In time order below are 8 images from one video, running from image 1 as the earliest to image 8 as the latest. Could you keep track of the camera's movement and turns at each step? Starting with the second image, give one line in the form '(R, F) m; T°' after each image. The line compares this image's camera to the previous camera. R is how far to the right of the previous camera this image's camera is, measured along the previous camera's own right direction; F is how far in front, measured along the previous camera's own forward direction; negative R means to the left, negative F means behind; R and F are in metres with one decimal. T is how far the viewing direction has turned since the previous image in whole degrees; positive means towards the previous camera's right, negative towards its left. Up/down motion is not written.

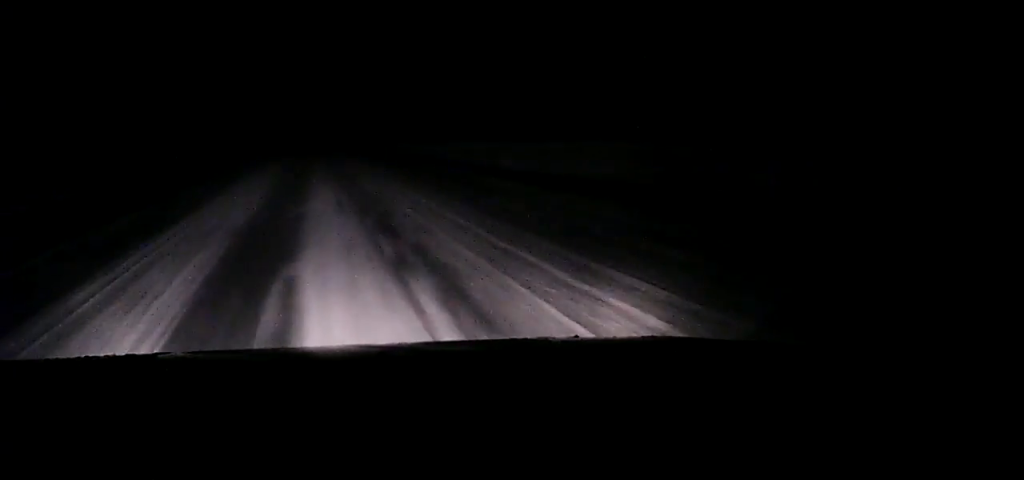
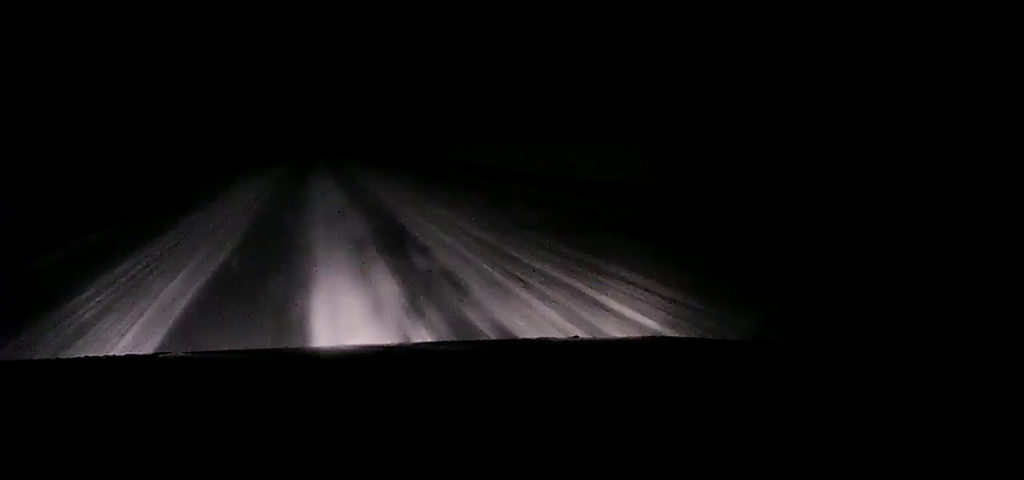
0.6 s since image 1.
(0.0, +8.7) m; 0°
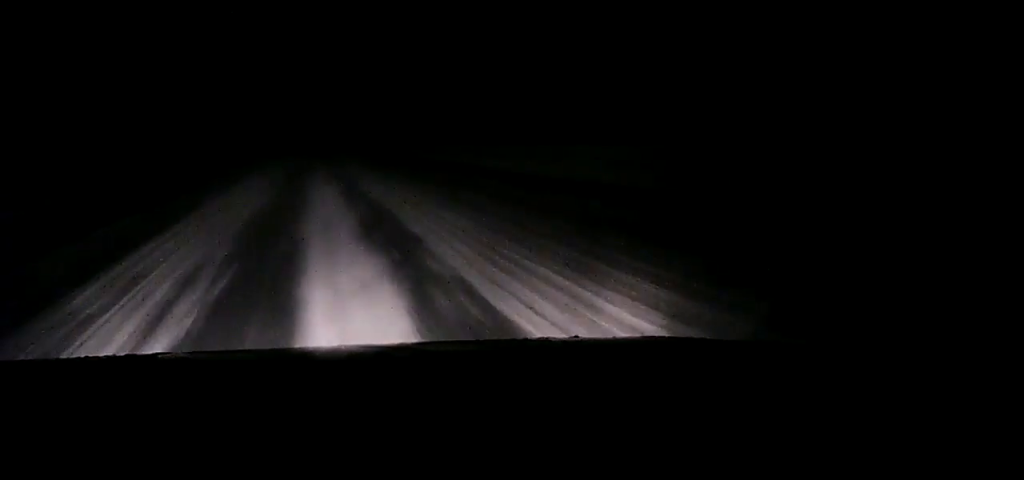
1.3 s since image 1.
(0.0, +10.0) m; 0°
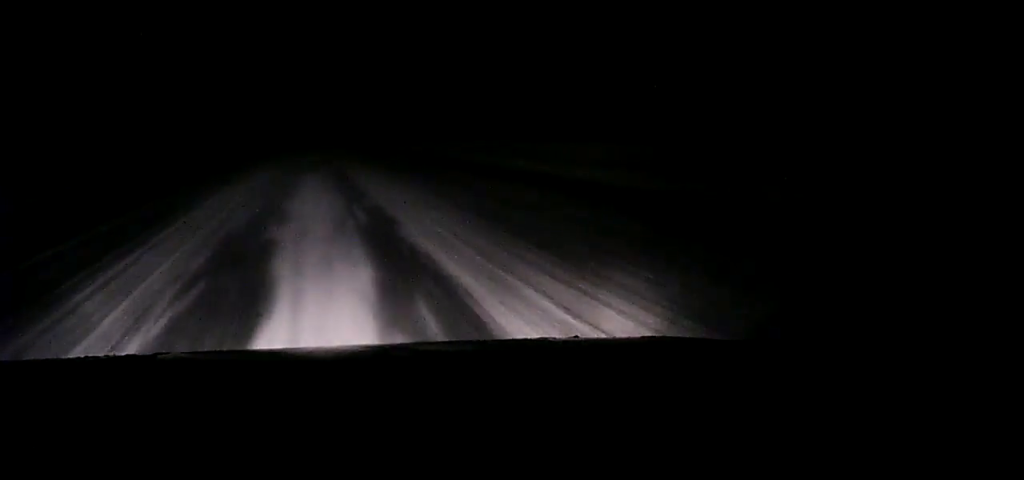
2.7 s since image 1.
(+0.1, +20.5) m; 0°
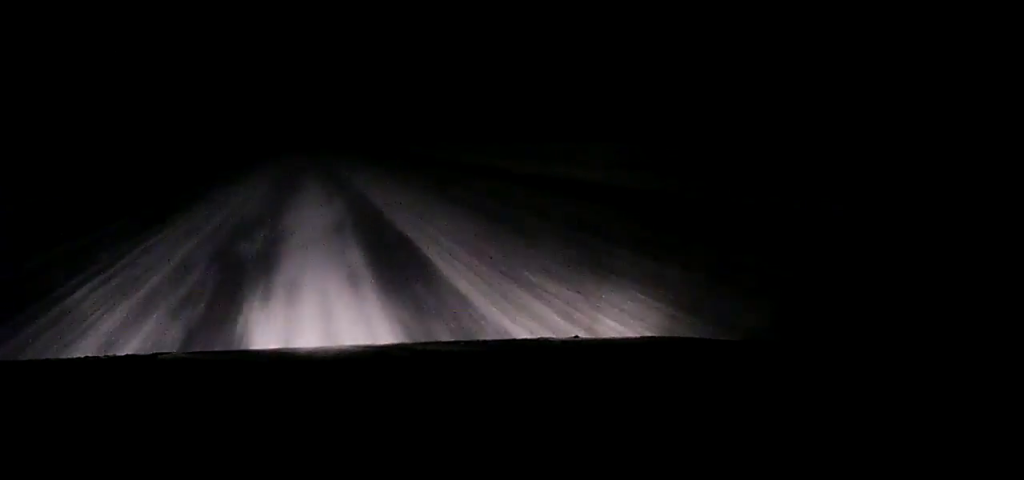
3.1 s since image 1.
(0.0, +5.4) m; 0°
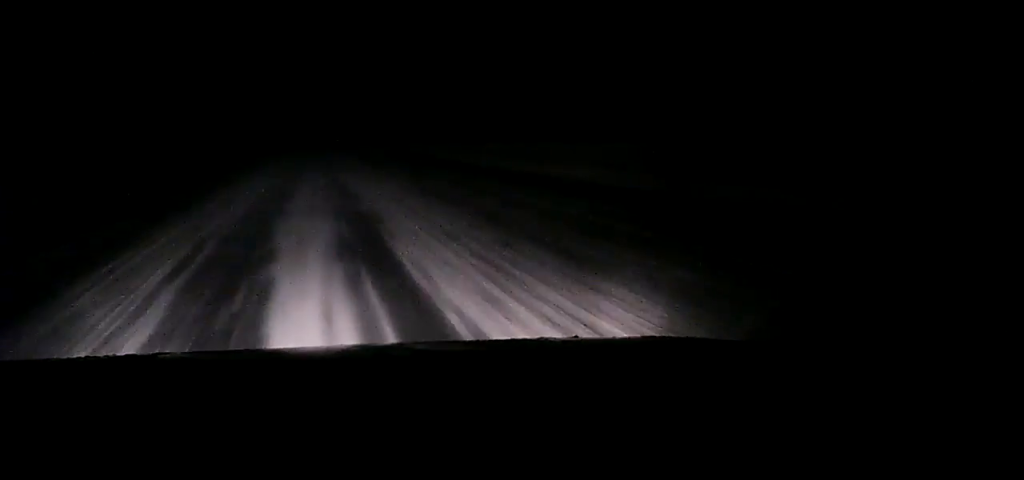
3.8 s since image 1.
(0.0, +9.7) m; 0°
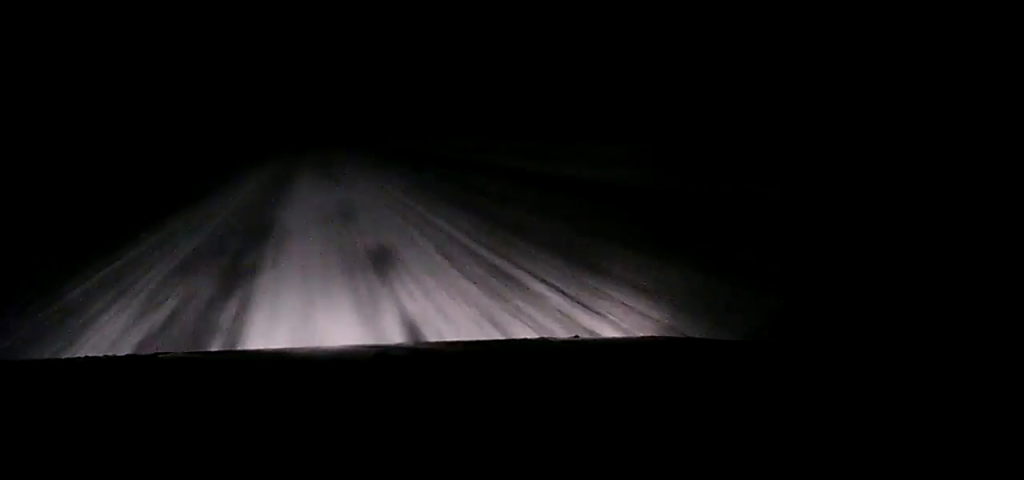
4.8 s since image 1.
(-0.1, +12.1) m; 0°
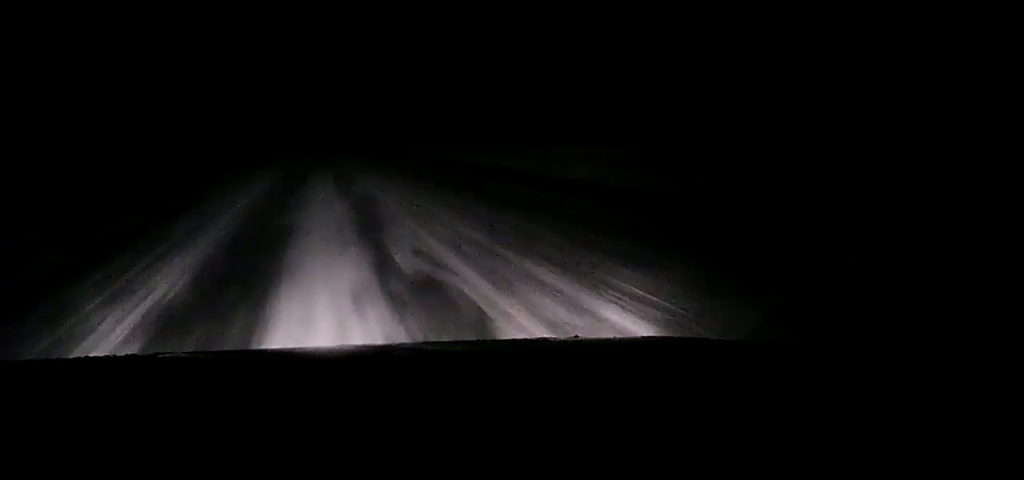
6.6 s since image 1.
(0.0, +23.4) m; 0°
